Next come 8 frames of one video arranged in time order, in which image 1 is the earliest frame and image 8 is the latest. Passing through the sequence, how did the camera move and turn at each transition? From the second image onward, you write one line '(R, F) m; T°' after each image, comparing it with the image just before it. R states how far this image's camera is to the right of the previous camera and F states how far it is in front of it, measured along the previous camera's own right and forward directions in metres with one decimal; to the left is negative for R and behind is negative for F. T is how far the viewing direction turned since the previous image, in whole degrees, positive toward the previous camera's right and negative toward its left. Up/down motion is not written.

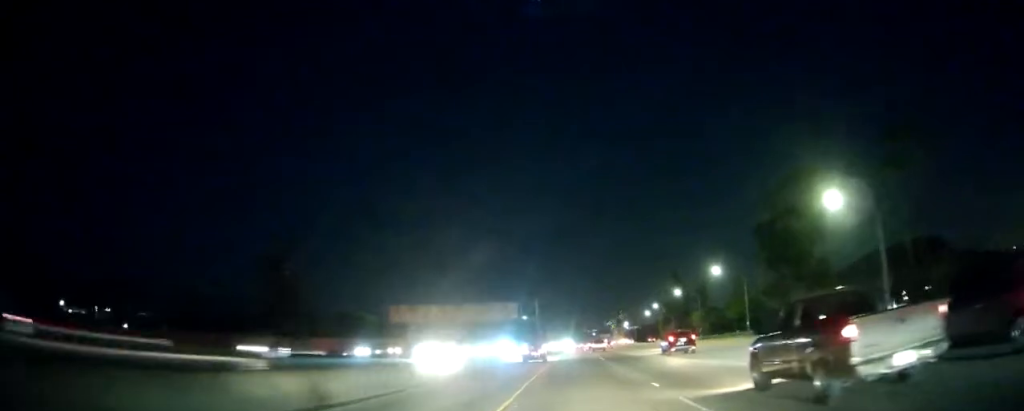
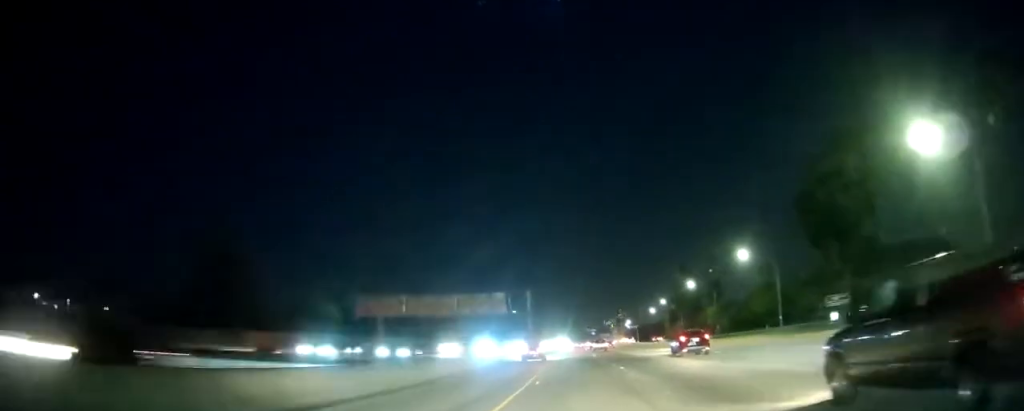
(0.0, +18.0) m; 0°
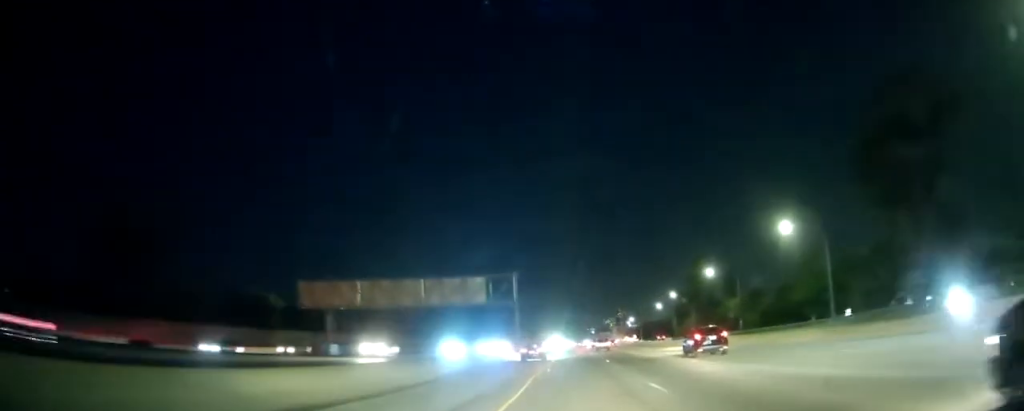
(-0.1, +20.4) m; 0°
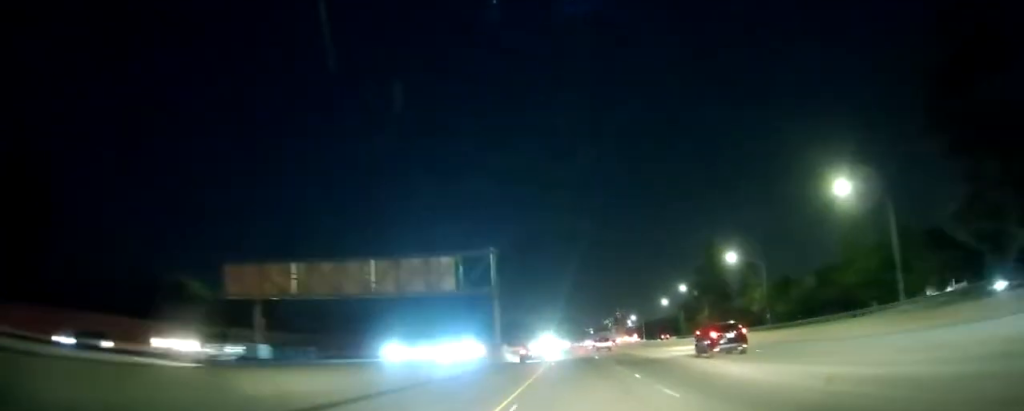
(+0.1, +17.1) m; 0°
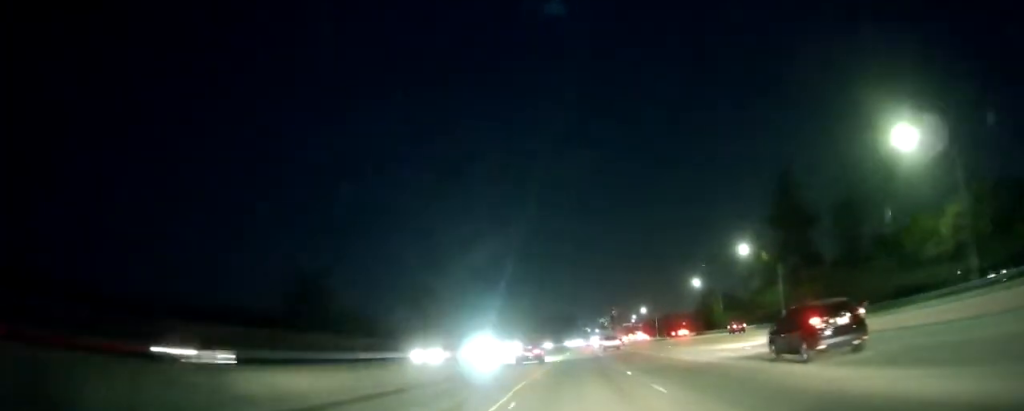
(+0.6, +57.3) m; 0°
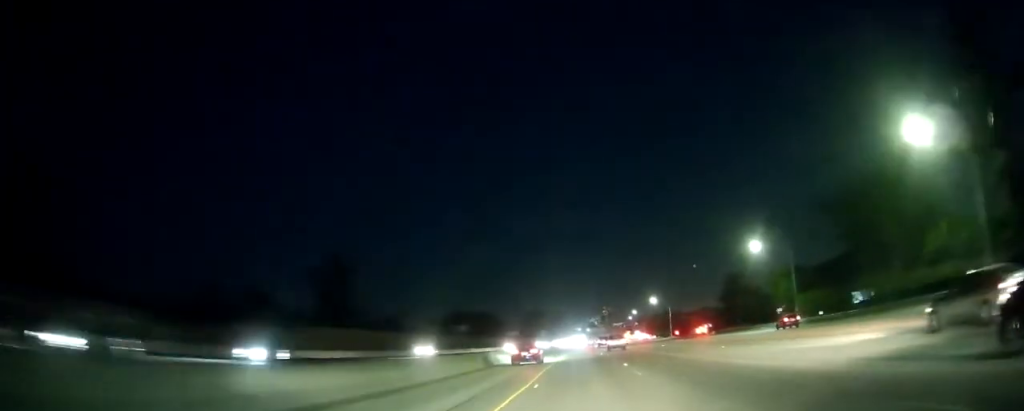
(-1.0, +51.9) m; 0°
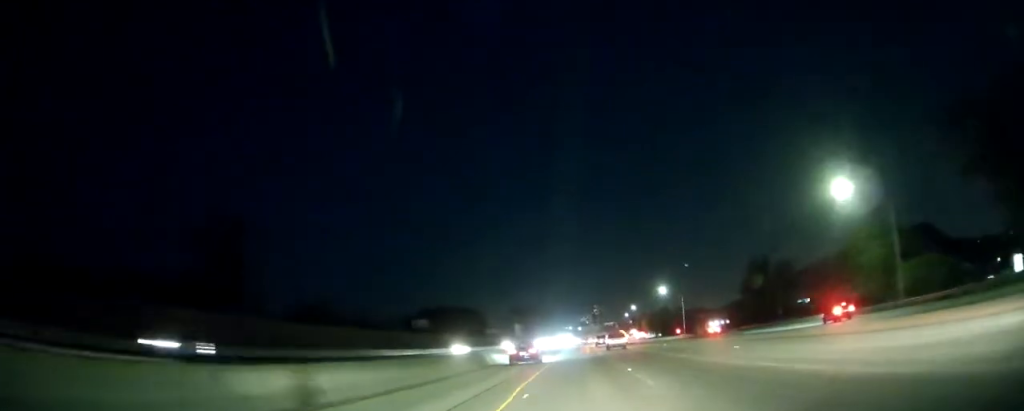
(+0.4, +33.5) m; +2°
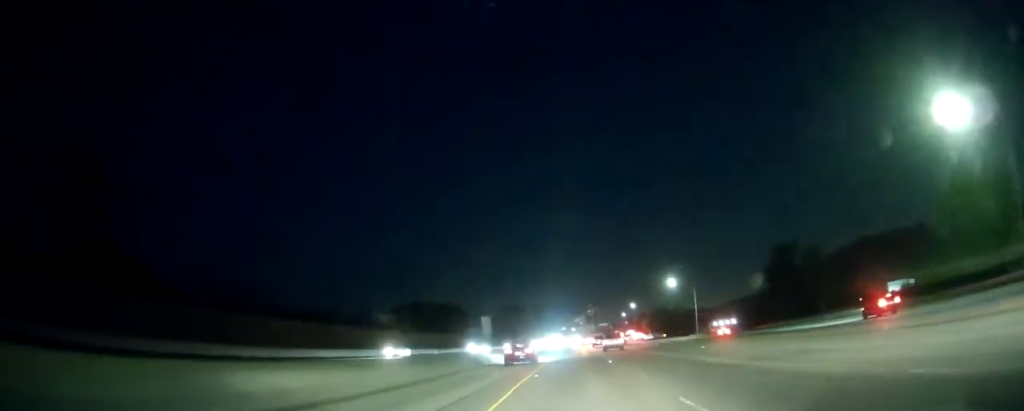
(+0.4, +21.9) m; +1°
